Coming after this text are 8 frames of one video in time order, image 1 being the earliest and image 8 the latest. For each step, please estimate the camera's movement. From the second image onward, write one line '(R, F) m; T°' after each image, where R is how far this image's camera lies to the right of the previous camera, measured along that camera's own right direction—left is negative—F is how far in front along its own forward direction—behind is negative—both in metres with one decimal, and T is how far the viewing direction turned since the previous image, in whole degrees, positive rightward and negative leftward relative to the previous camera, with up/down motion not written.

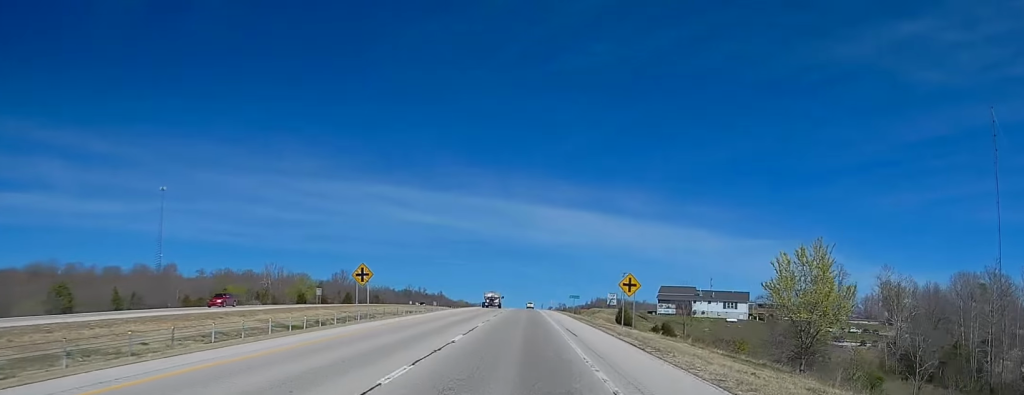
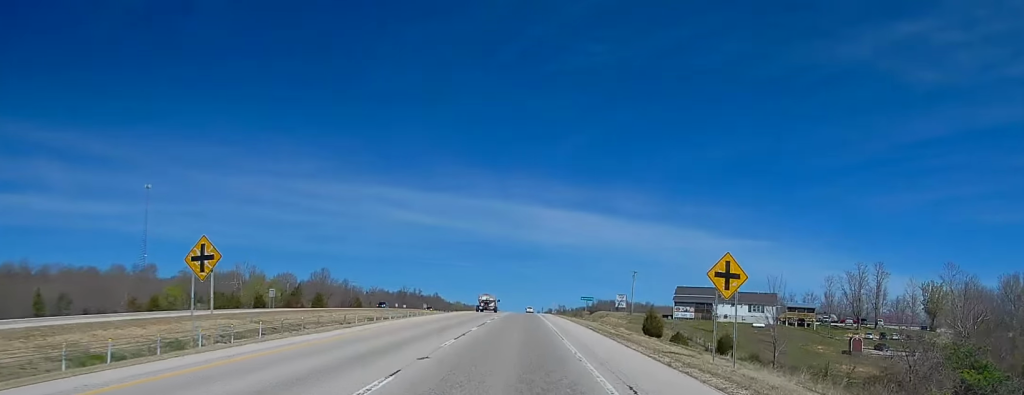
(0.0, +26.5) m; -1°
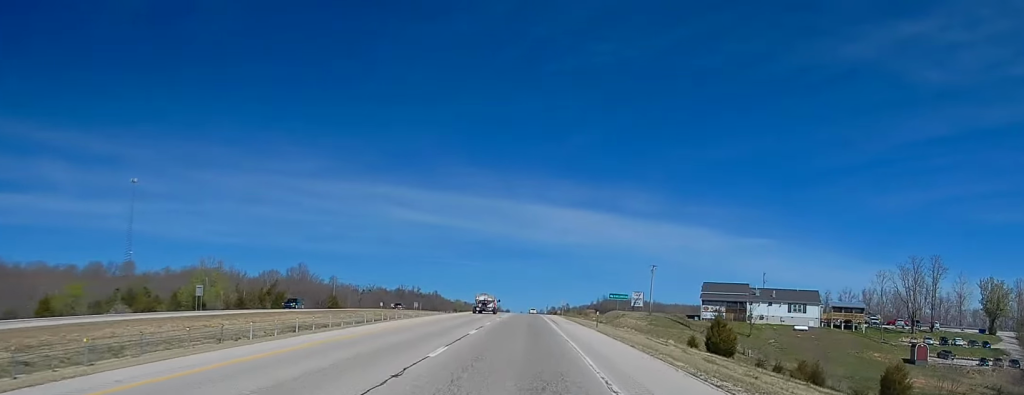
(-0.6, +28.4) m; 0°
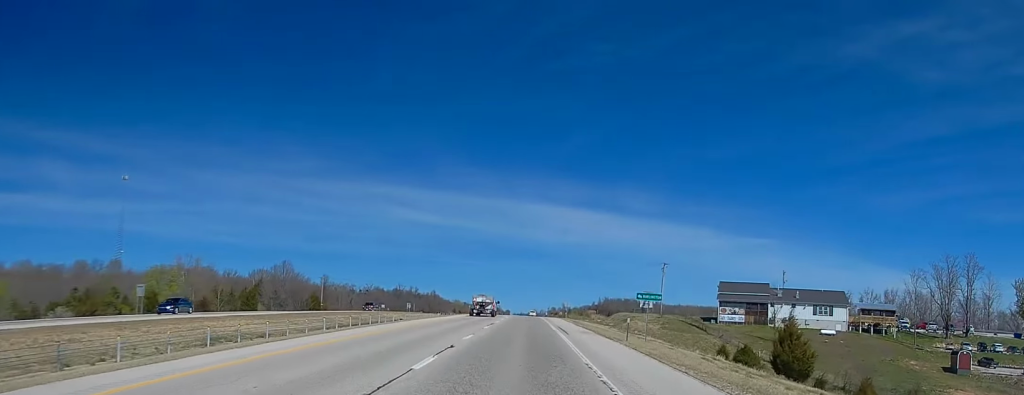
(+0.2, +15.1) m; +1°
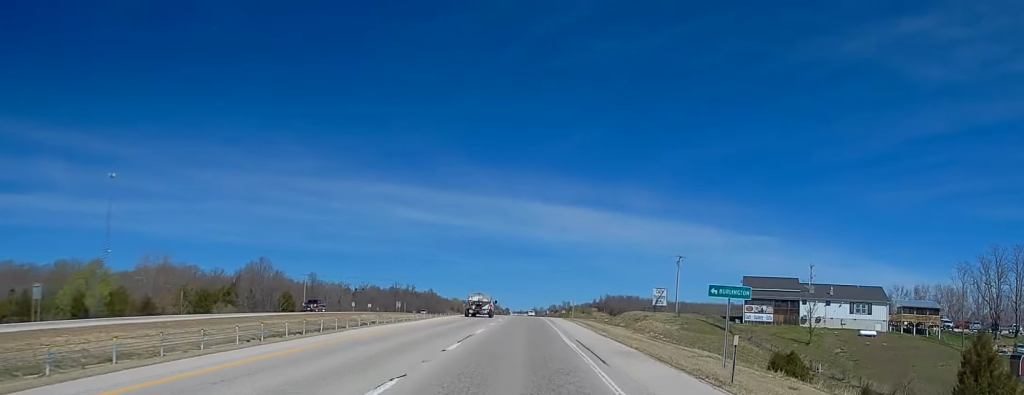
(+0.3, +18.1) m; +1°
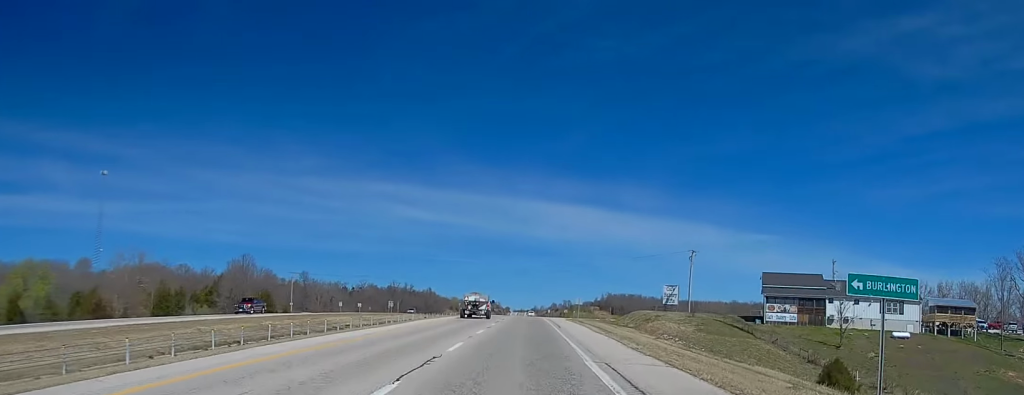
(0.0, +12.1) m; 0°
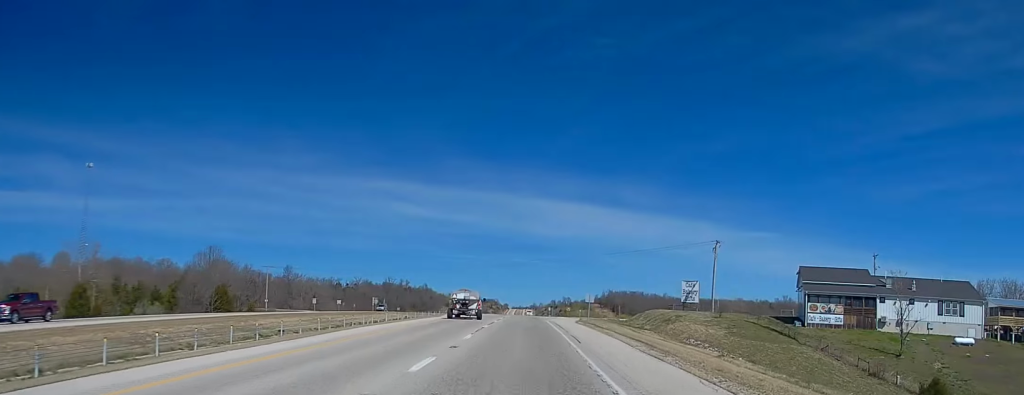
(0.0, +19.1) m; 0°
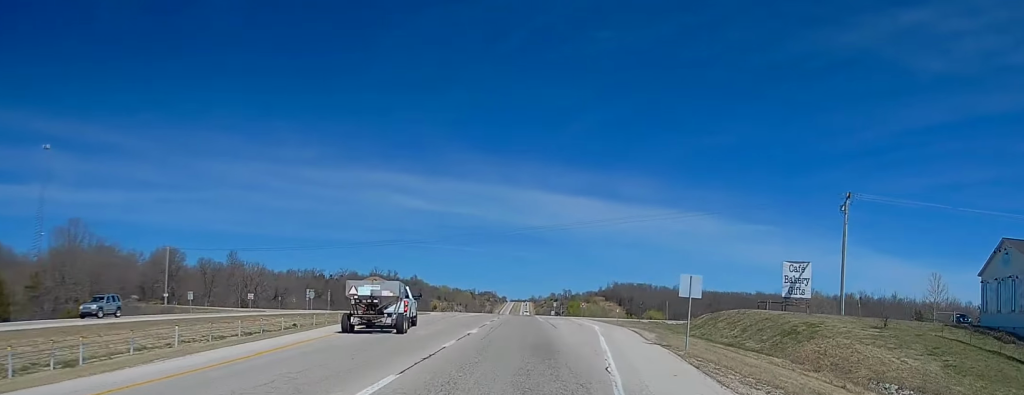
(0.0, +53.4) m; 0°
